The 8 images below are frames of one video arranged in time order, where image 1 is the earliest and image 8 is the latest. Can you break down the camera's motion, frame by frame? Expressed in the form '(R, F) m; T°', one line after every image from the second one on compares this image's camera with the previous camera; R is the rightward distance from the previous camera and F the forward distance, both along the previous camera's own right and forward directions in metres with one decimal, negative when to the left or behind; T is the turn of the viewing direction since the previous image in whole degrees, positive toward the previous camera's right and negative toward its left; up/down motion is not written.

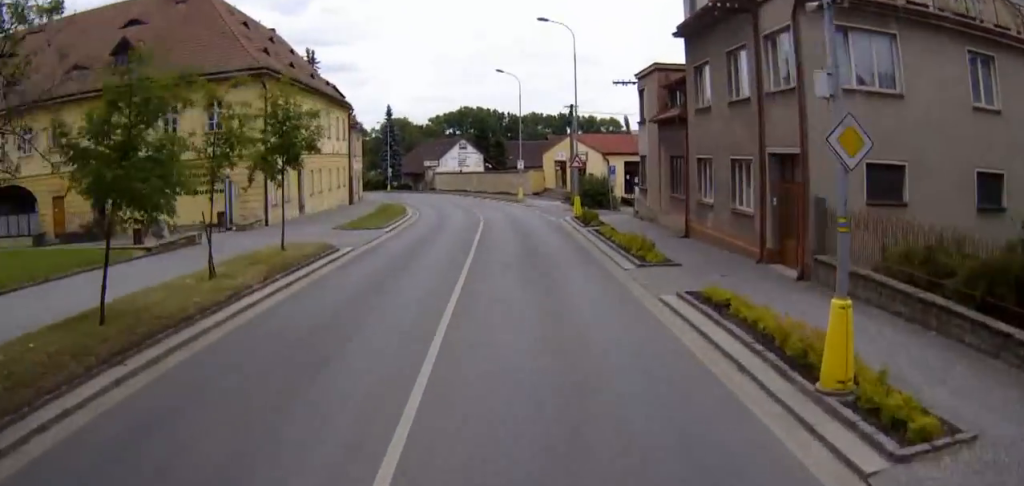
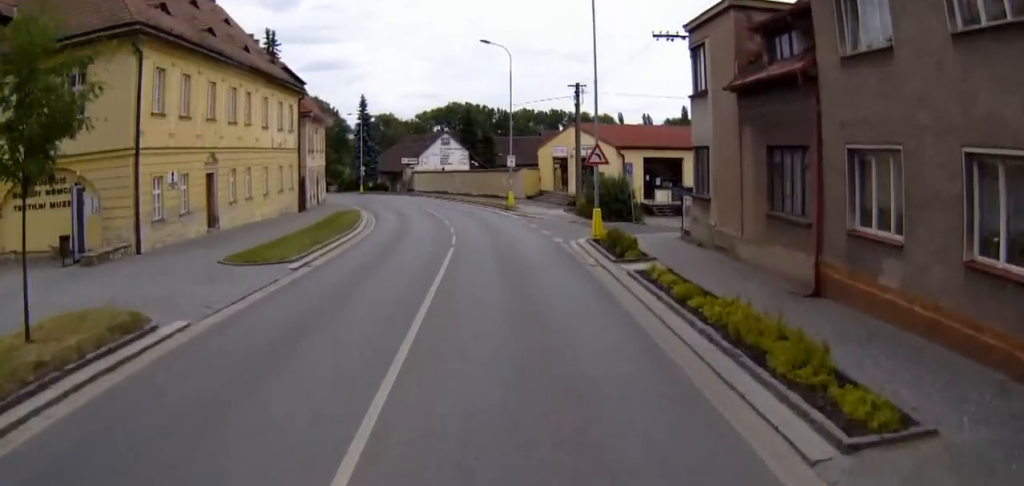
(-0.2, +12.8) m; -1°
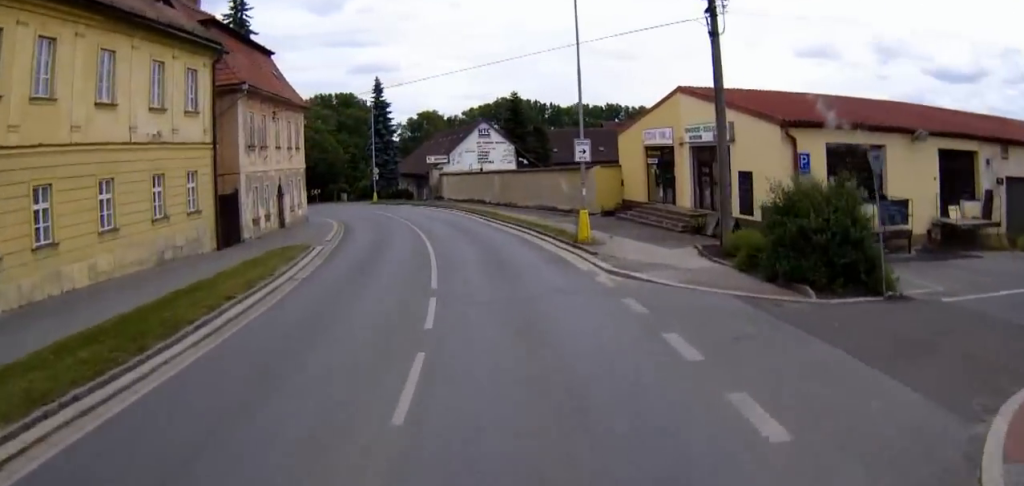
(-0.2, +22.4) m; -2°
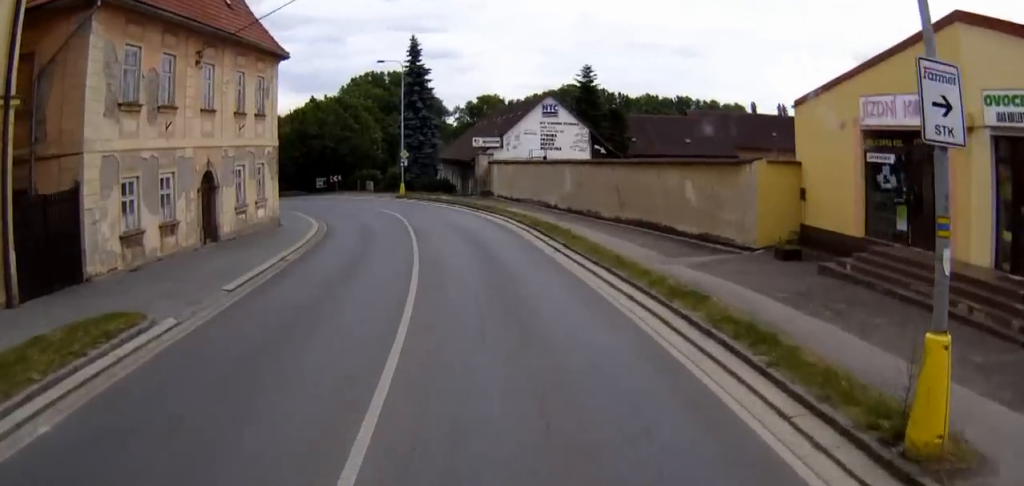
(-0.4, +17.6) m; -4°
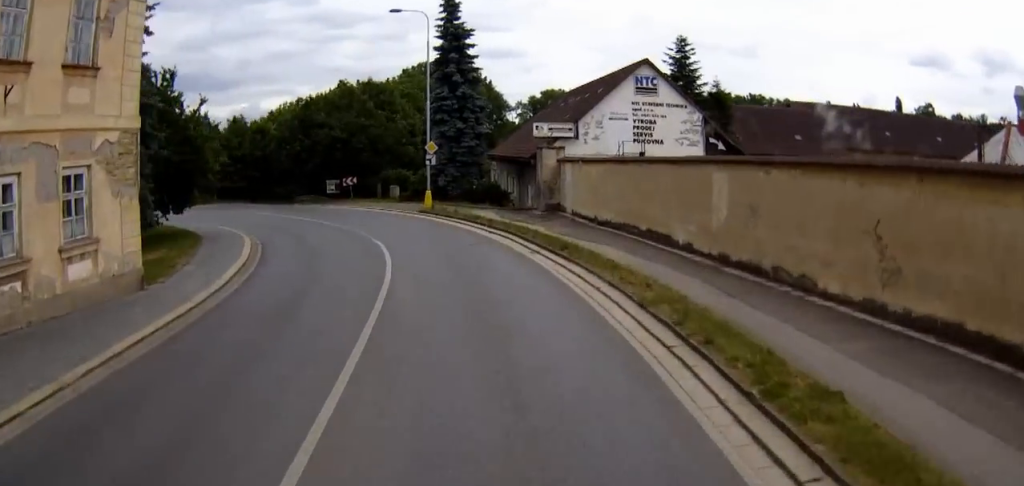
(-0.8, +18.0) m; -4°
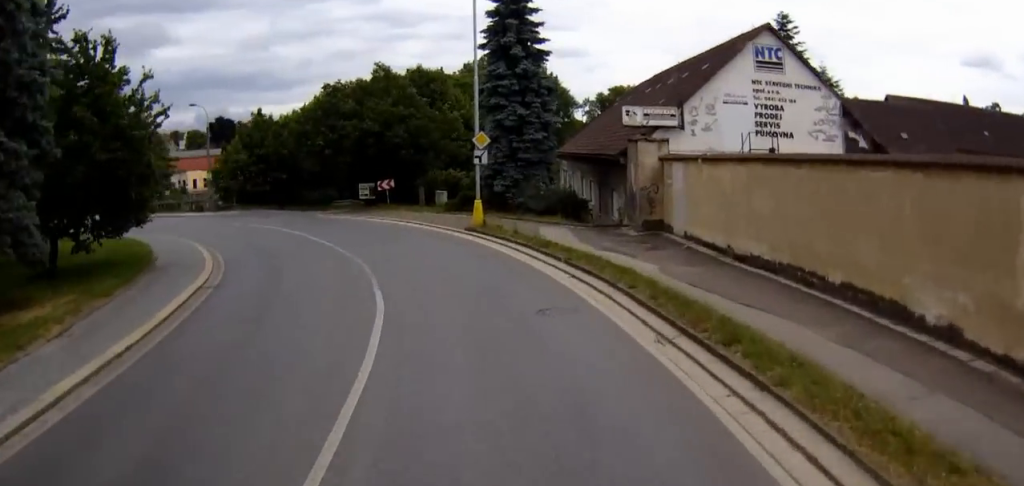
(-0.2, +10.2) m; -5°
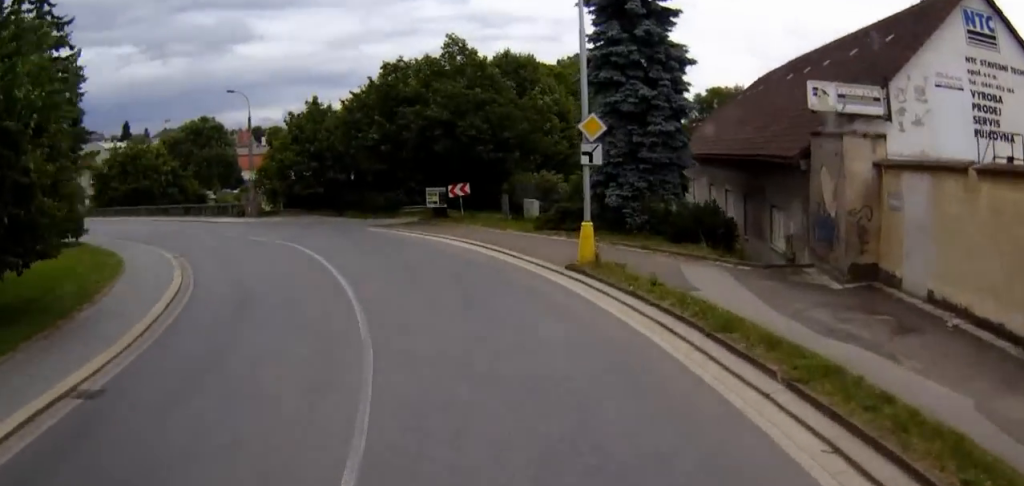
(-0.6, +9.6) m; -9°
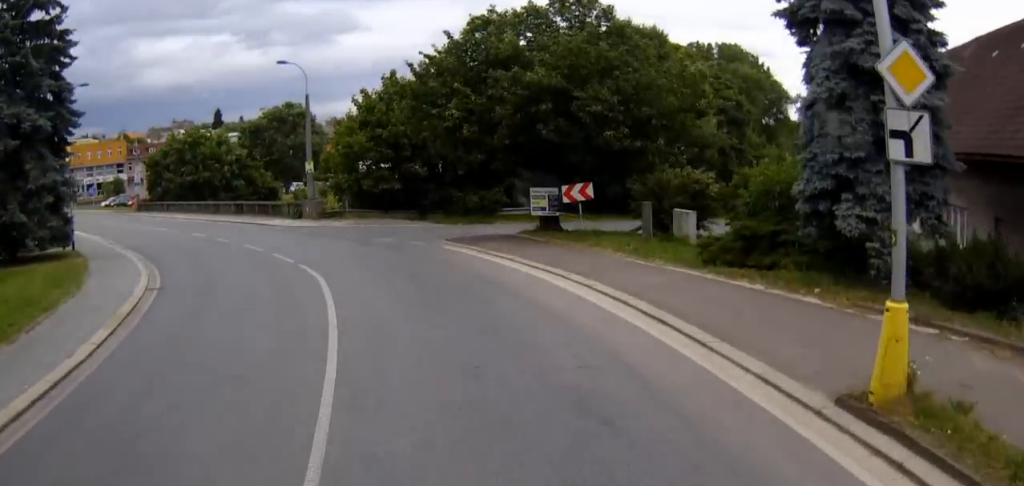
(-0.7, +10.0) m; -12°
